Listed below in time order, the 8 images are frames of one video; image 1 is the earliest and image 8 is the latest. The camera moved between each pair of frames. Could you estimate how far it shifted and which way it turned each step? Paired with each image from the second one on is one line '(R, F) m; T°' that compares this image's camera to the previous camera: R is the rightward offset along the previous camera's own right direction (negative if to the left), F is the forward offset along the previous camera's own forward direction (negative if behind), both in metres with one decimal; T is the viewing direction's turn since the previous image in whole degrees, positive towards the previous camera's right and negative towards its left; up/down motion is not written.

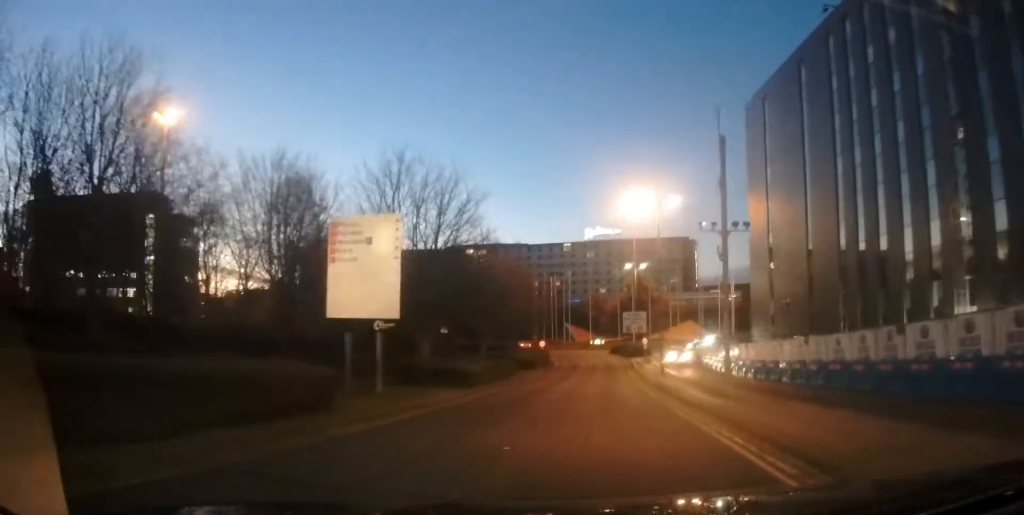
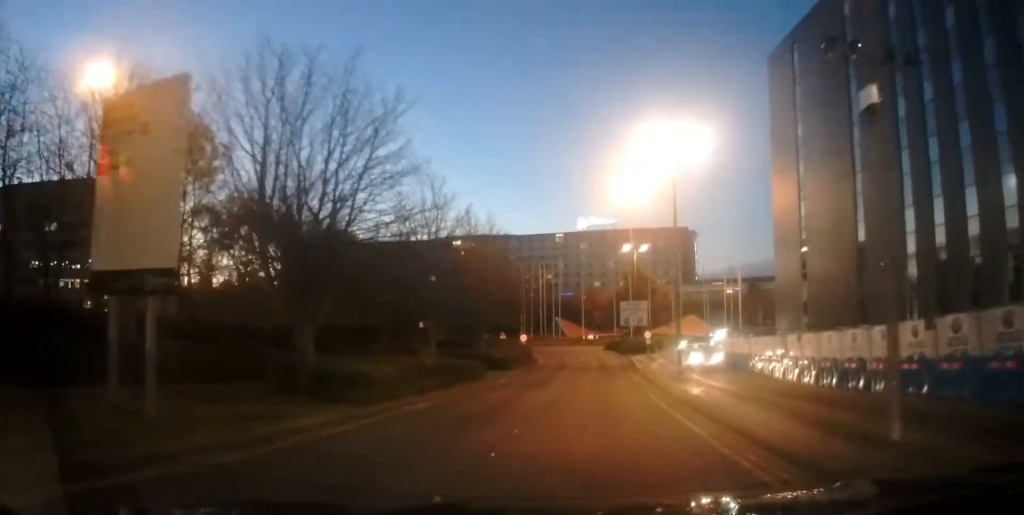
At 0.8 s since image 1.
(0.0, +9.7) m; 0°
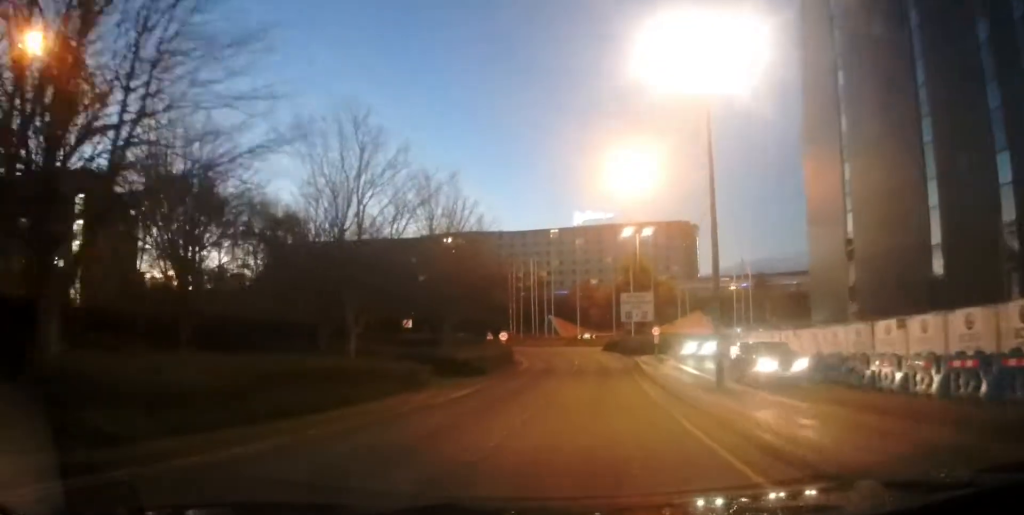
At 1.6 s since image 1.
(0.0, +8.7) m; -1°
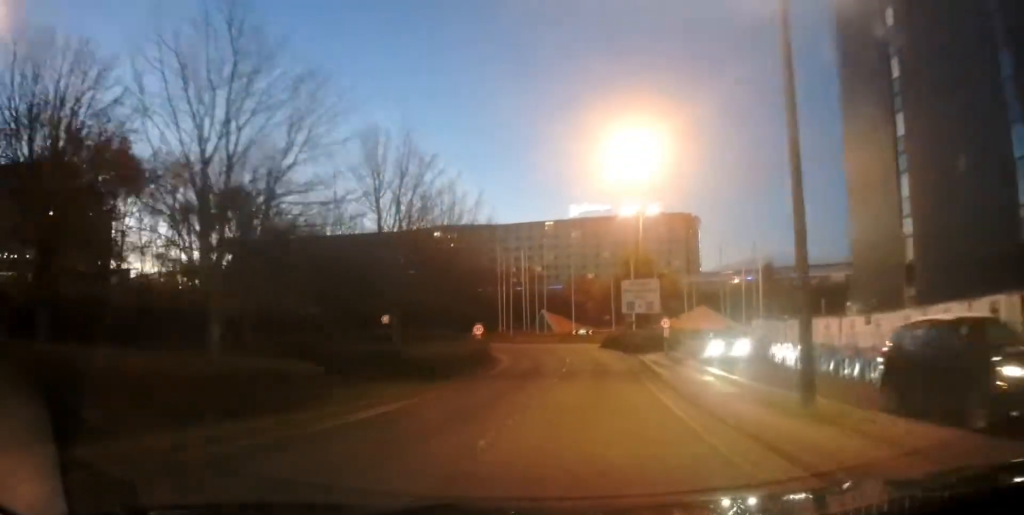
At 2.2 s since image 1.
(-0.1, +7.2) m; -1°
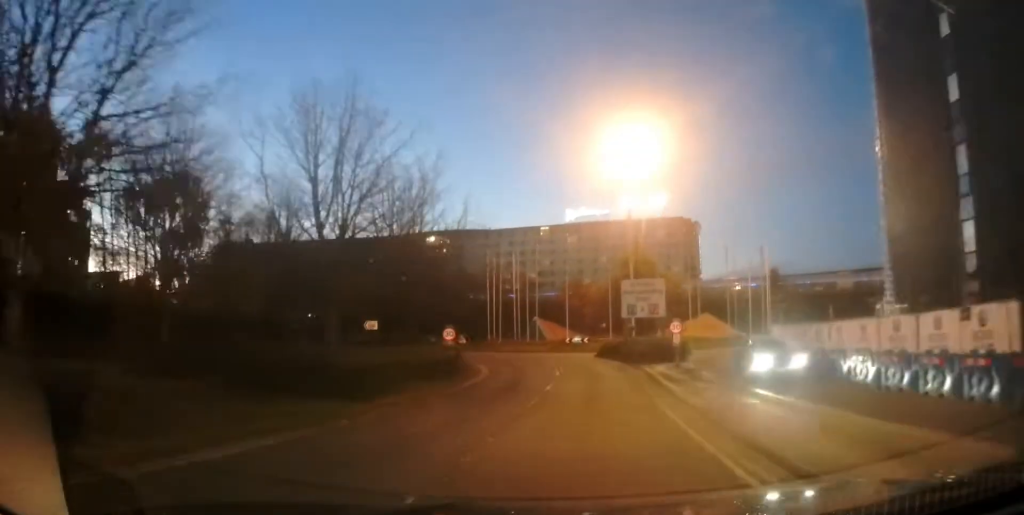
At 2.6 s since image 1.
(-0.1, +5.7) m; -1°
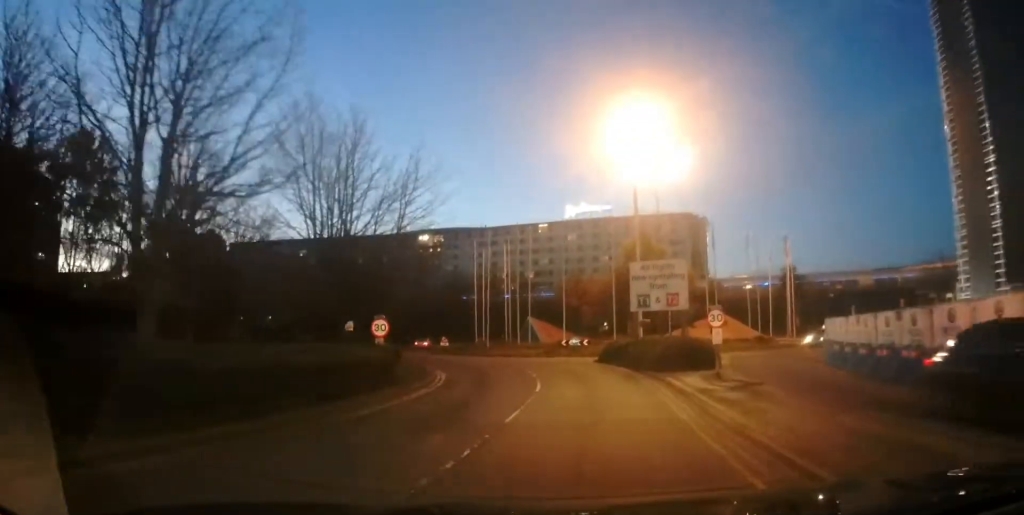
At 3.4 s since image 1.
(-0.1, +9.0) m; +1°
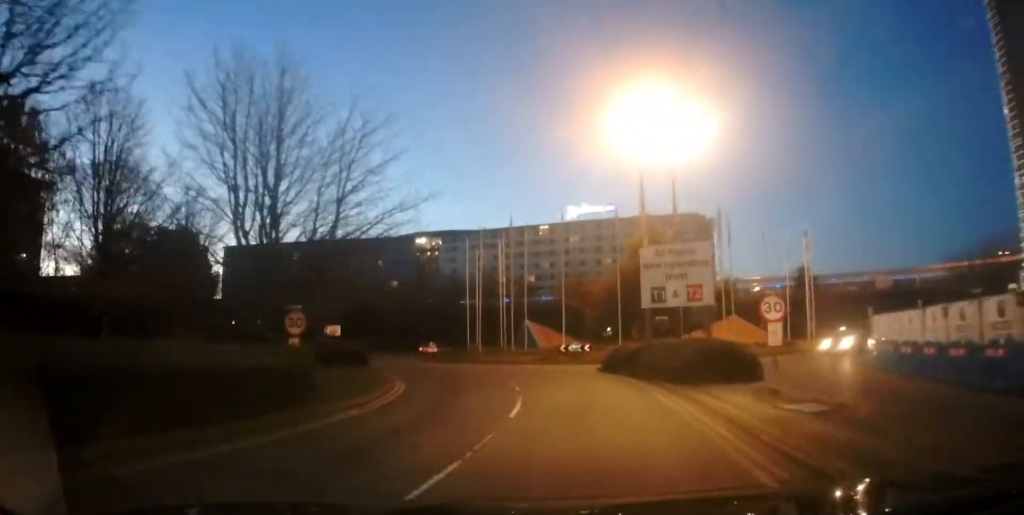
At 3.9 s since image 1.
(-0.1, +6.1) m; +2°
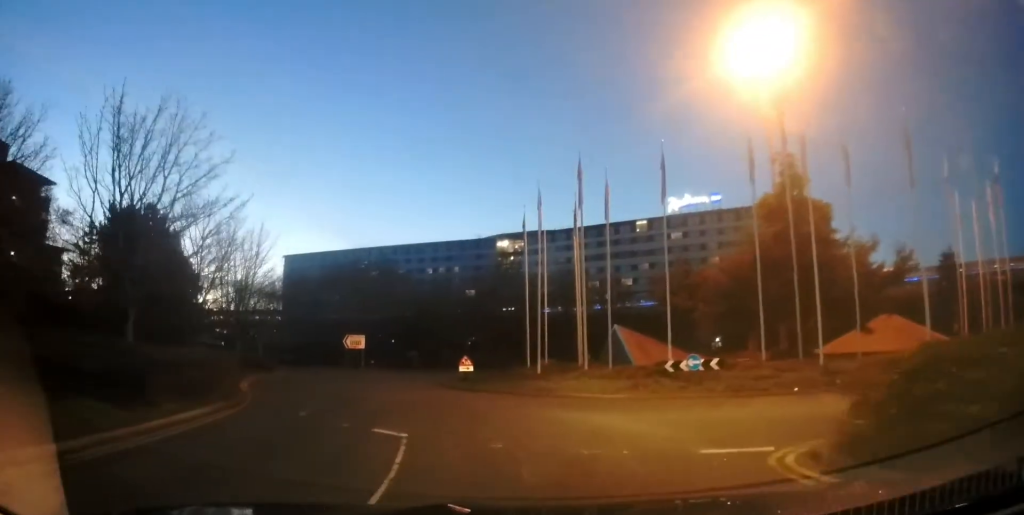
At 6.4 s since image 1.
(+0.9, +19.7) m; -9°
